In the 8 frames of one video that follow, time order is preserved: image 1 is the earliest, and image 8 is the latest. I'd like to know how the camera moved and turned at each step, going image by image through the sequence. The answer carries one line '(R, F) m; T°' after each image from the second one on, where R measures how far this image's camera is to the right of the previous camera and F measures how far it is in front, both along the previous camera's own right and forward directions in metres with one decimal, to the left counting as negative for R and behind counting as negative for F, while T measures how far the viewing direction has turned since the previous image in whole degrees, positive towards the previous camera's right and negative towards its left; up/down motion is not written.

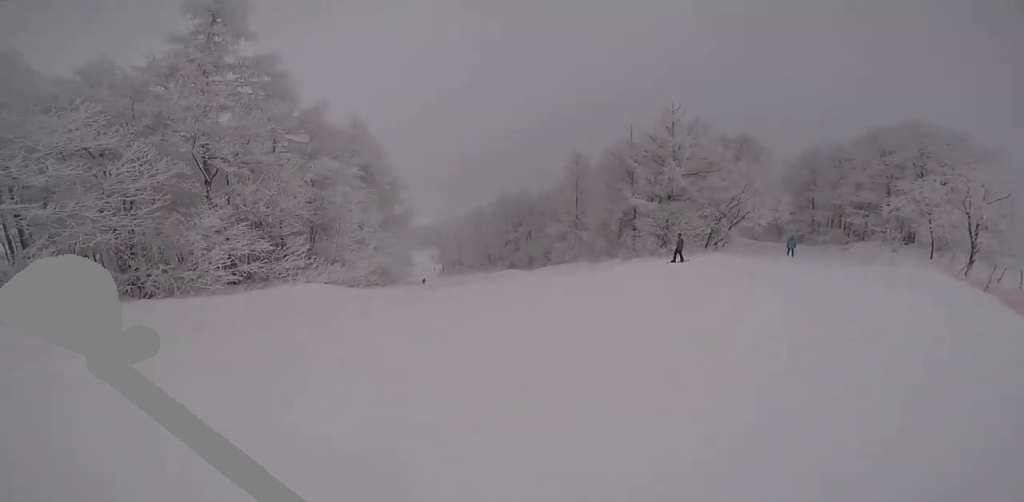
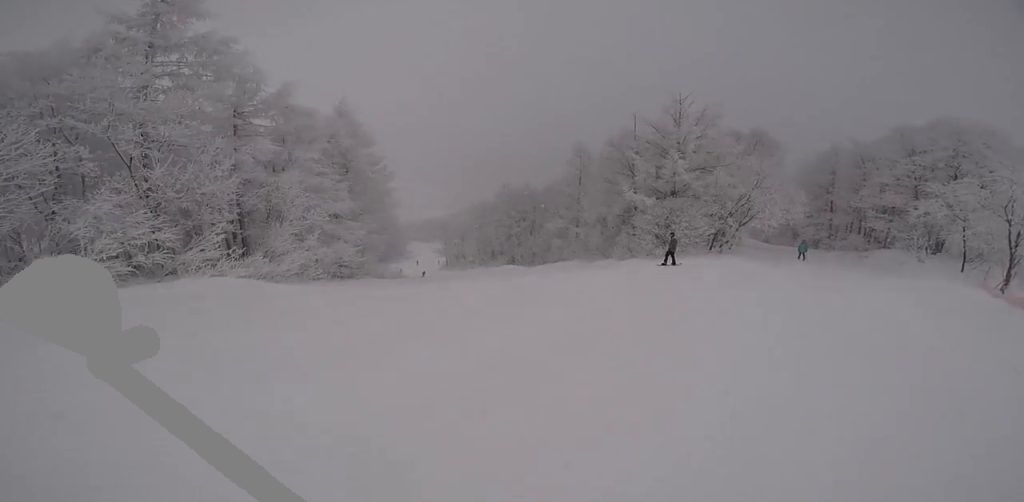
(-0.5, +2.9) m; 0°
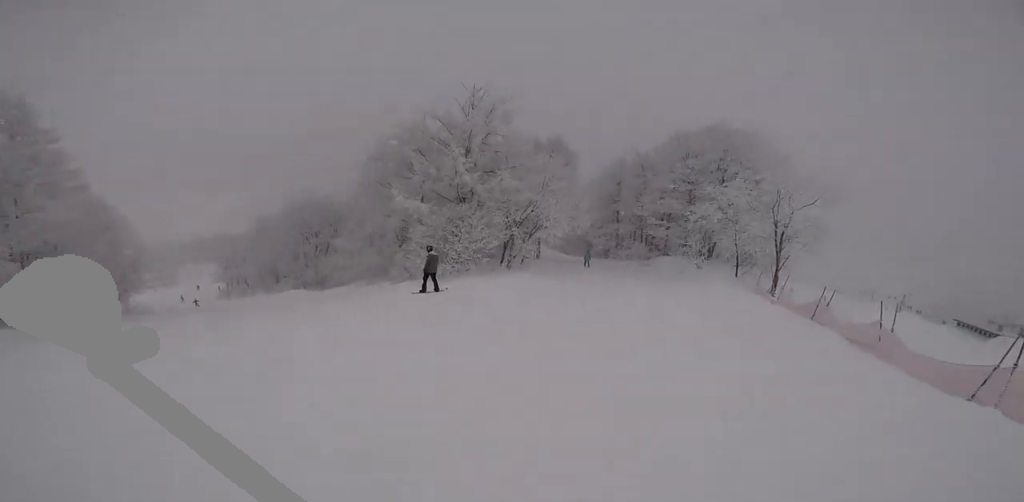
(0.0, +6.1) m; +3°
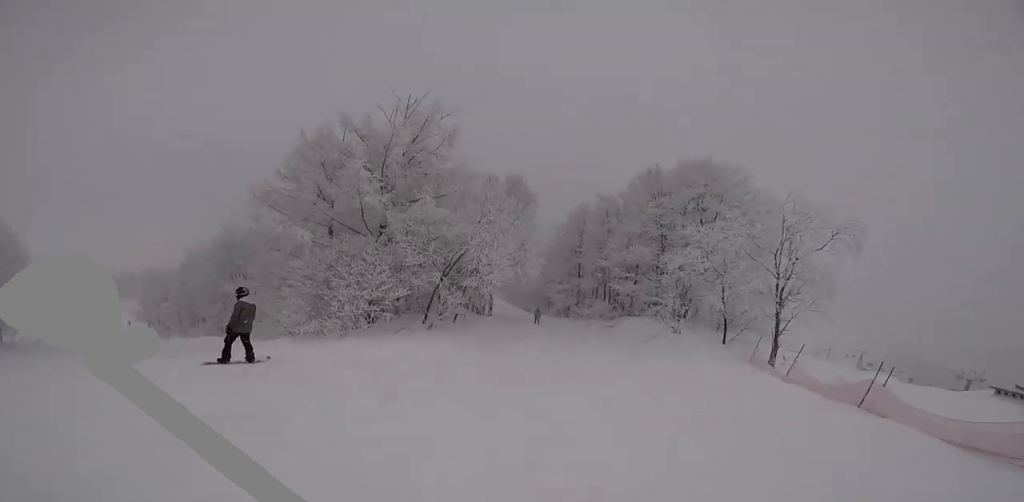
(+0.5, +6.1) m; +3°
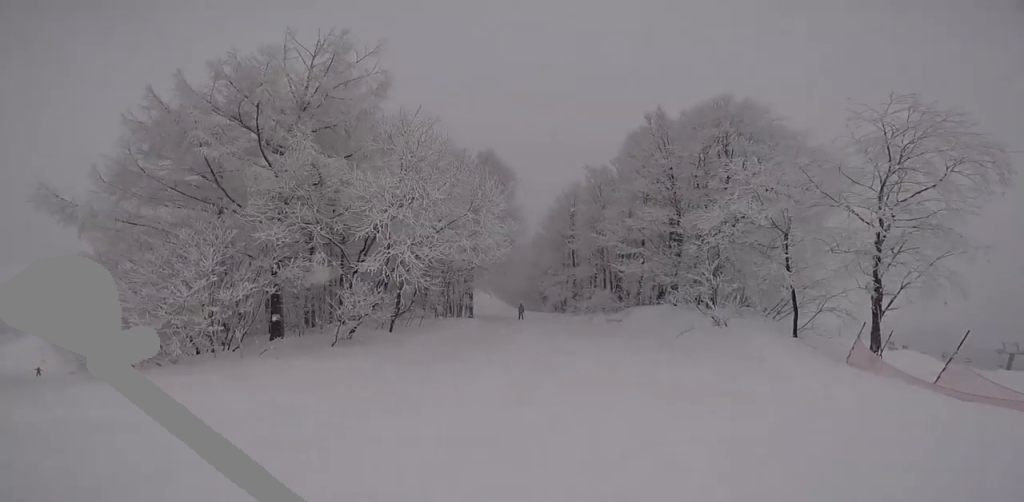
(-0.2, +6.6) m; 0°
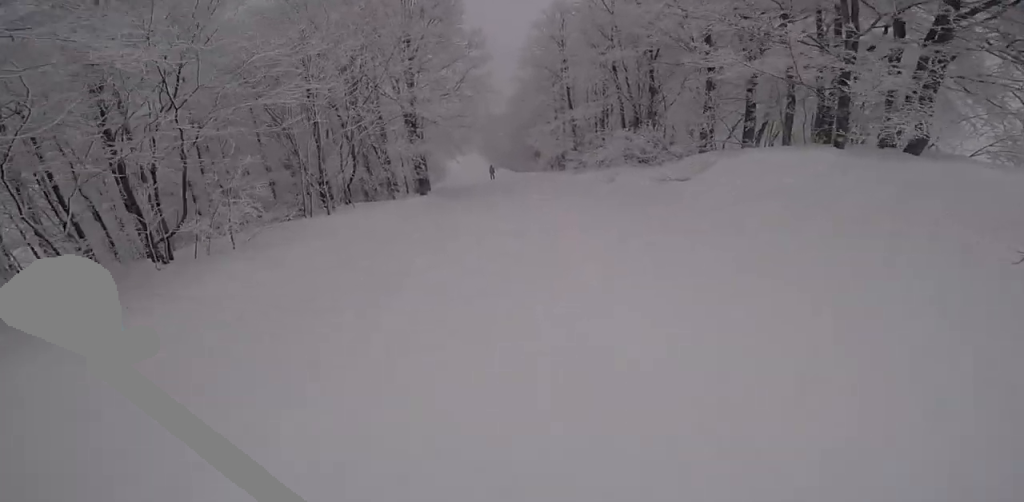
(+0.4, +11.3) m; -5°
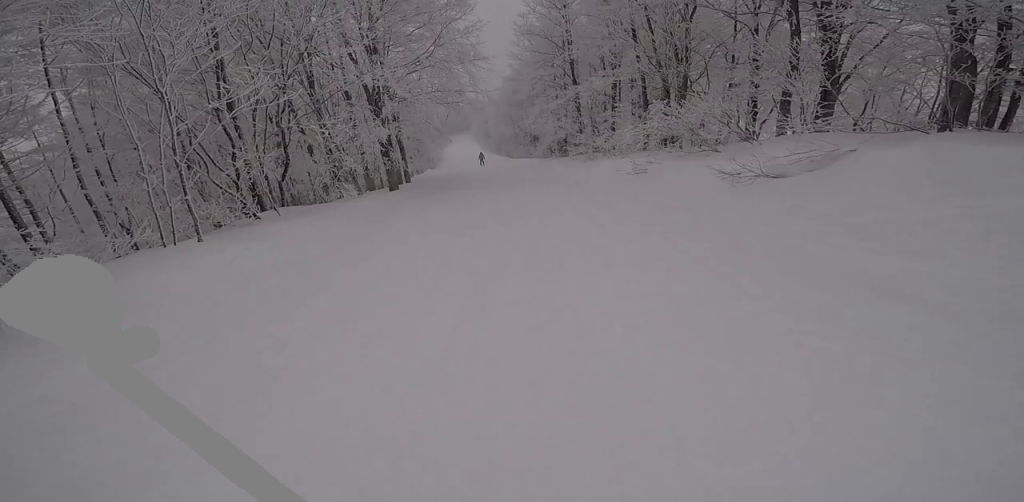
(-0.2, +4.6) m; -3°
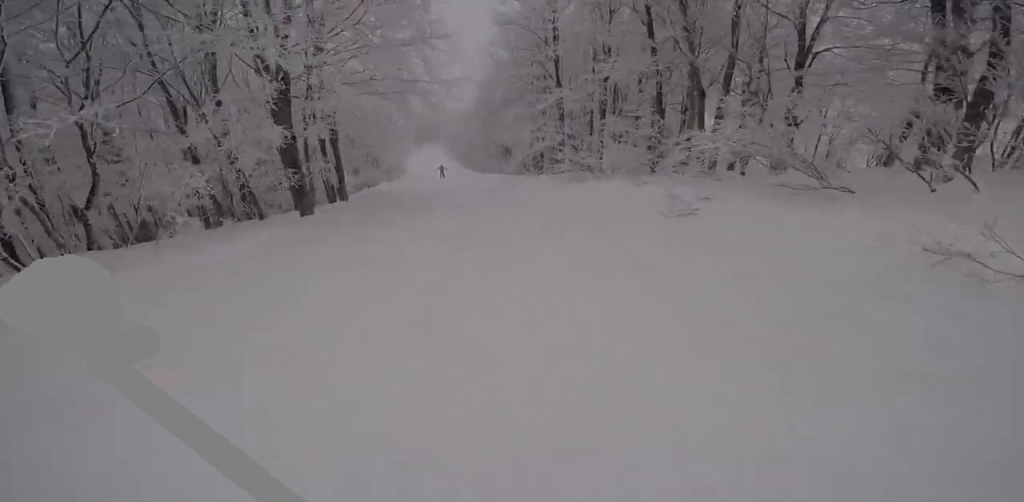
(-0.9, +5.3) m; 0°
